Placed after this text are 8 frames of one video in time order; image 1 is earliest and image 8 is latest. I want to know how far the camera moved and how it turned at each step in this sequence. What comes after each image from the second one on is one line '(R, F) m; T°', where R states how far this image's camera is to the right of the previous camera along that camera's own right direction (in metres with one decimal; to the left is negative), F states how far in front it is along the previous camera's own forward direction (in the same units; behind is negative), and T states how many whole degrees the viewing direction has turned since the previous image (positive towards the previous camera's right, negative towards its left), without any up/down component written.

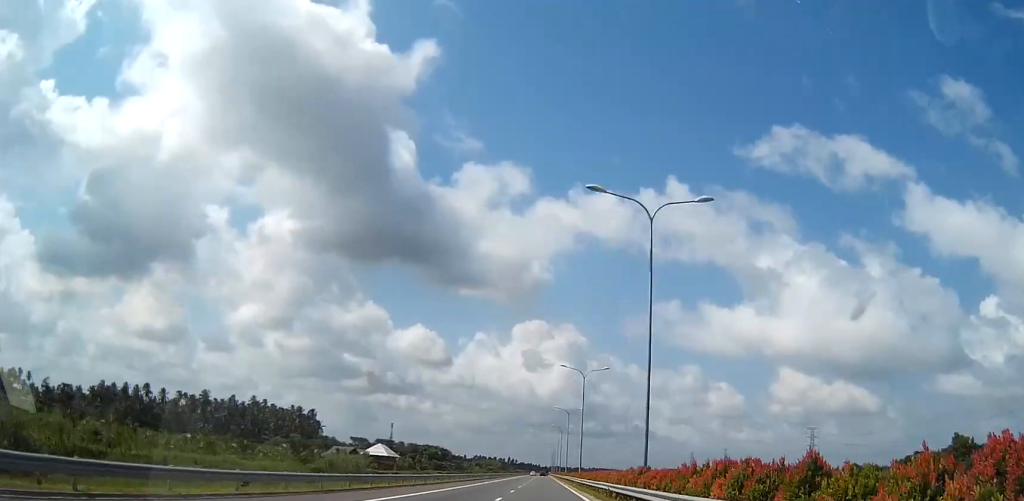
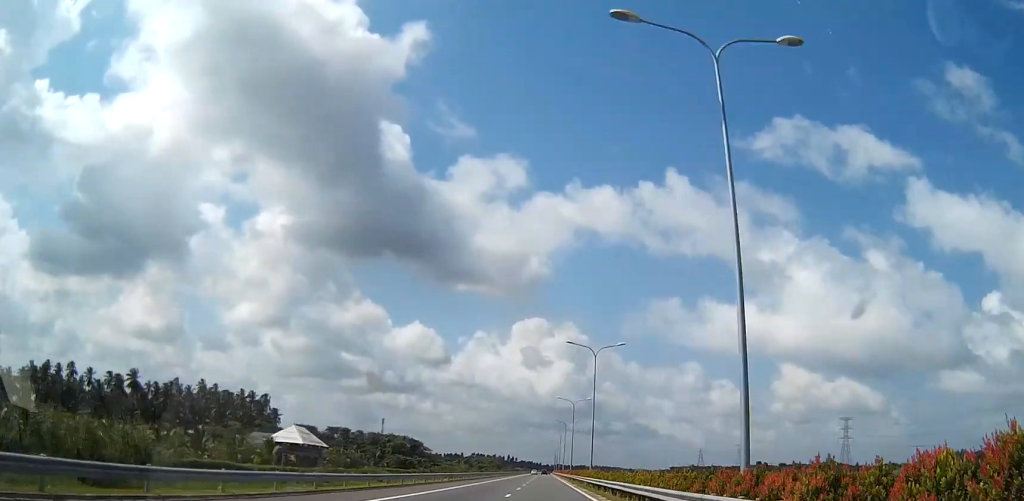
(0.0, +57.5) m; 0°
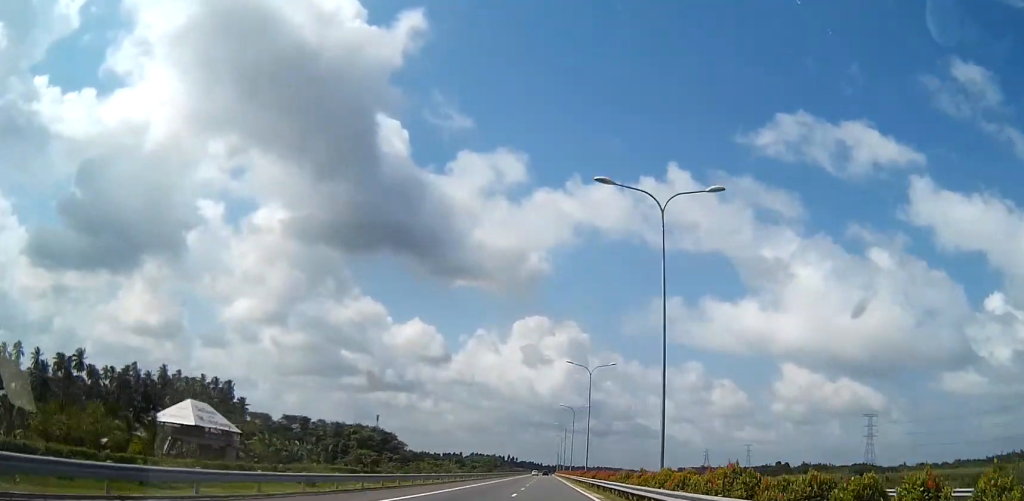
(-0.1, +34.0) m; 0°
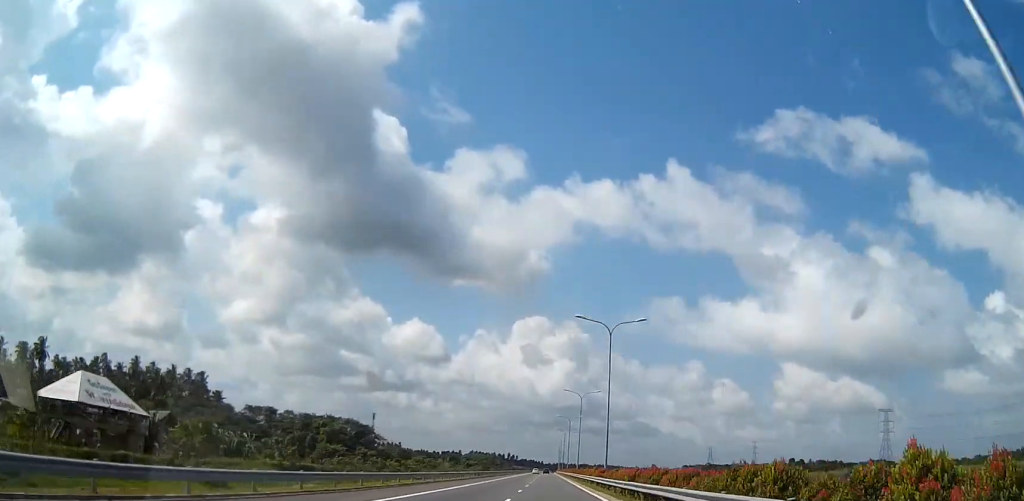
(0.0, +20.7) m; 0°
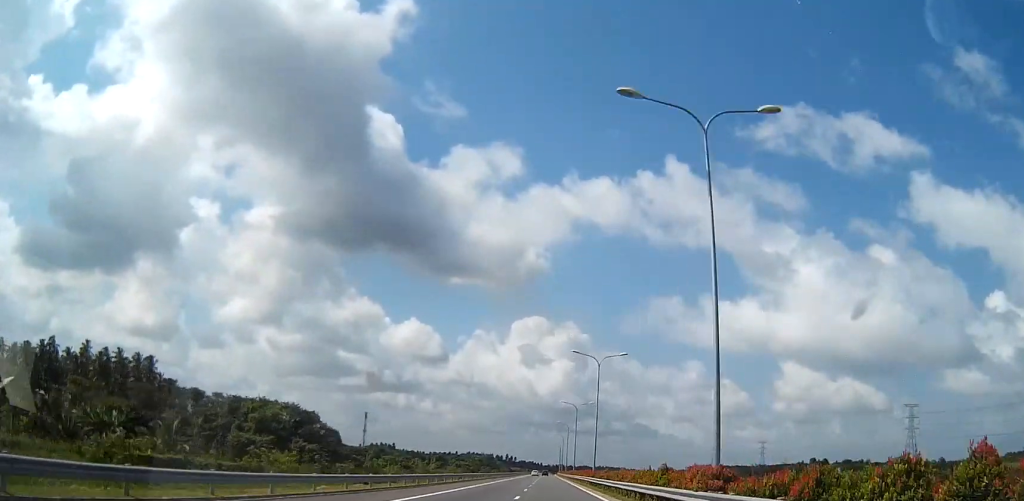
(0.0, +31.1) m; +1°
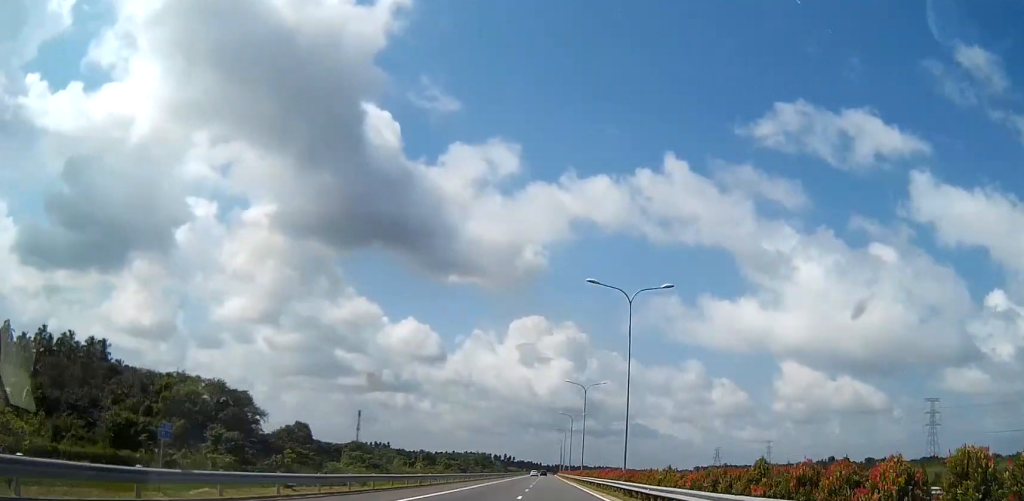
(+0.2, +23.7) m; 0°
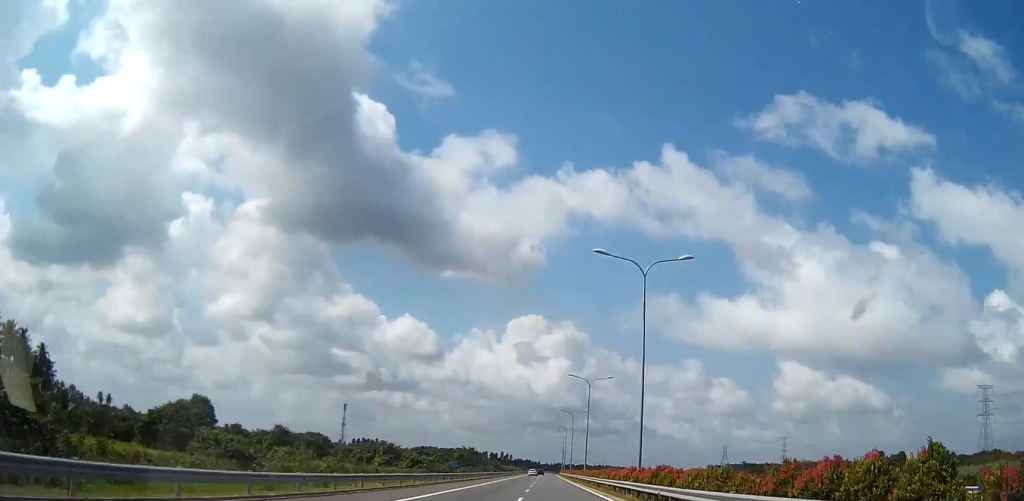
(-0.2, +50.6) m; 0°
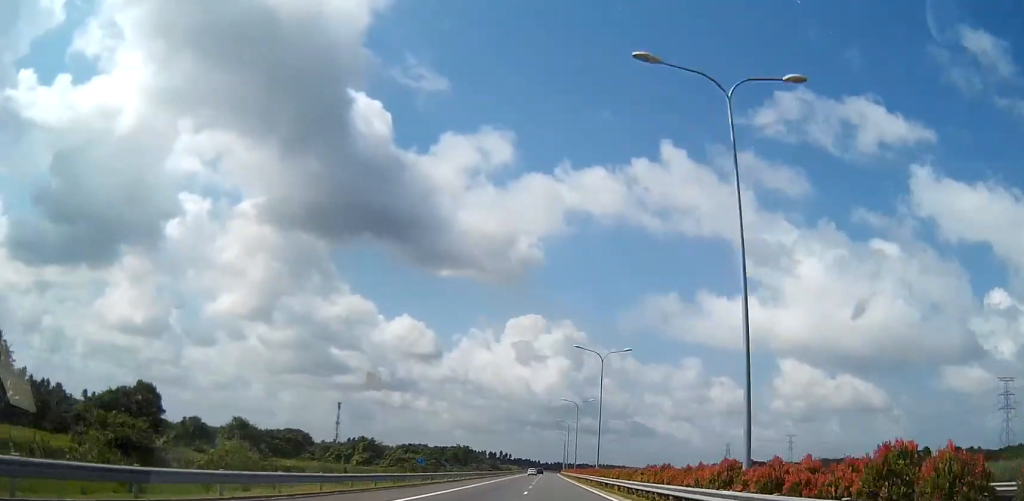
(-0.4, +17.9) m; 0°
